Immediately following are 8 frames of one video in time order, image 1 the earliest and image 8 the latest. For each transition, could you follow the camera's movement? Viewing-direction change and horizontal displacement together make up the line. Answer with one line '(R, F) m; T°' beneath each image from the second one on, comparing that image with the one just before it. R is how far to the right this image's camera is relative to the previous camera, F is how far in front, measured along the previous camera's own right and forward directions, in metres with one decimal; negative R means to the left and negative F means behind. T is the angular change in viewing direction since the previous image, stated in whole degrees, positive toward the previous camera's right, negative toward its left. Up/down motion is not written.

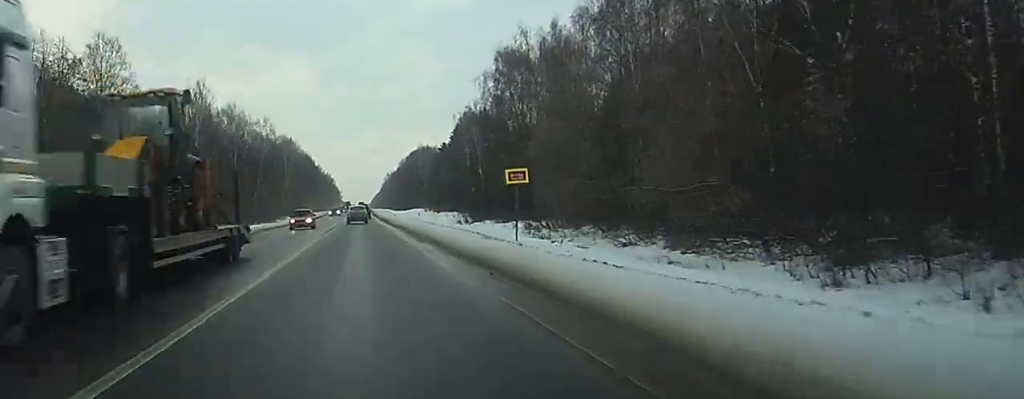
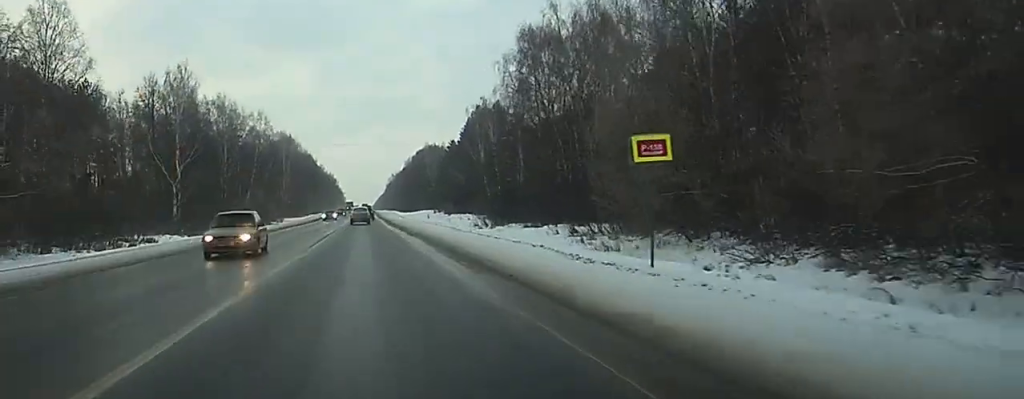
(0.0, +15.9) m; 0°
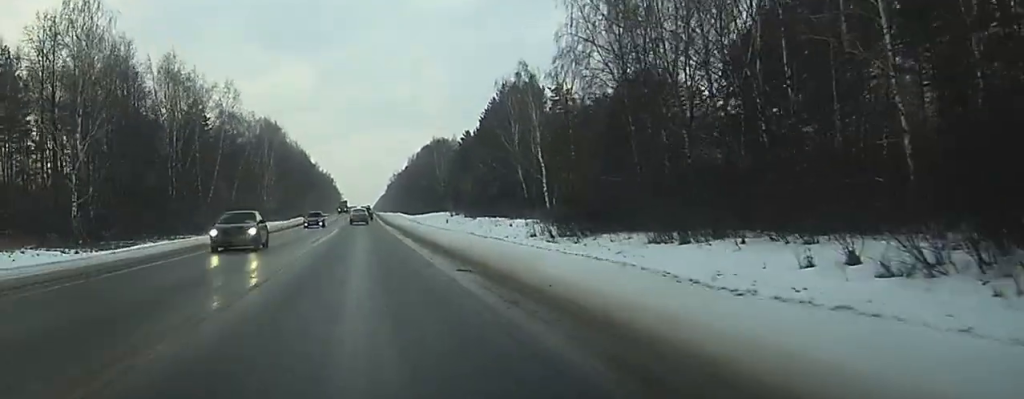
(-0.1, +39.2) m; 0°
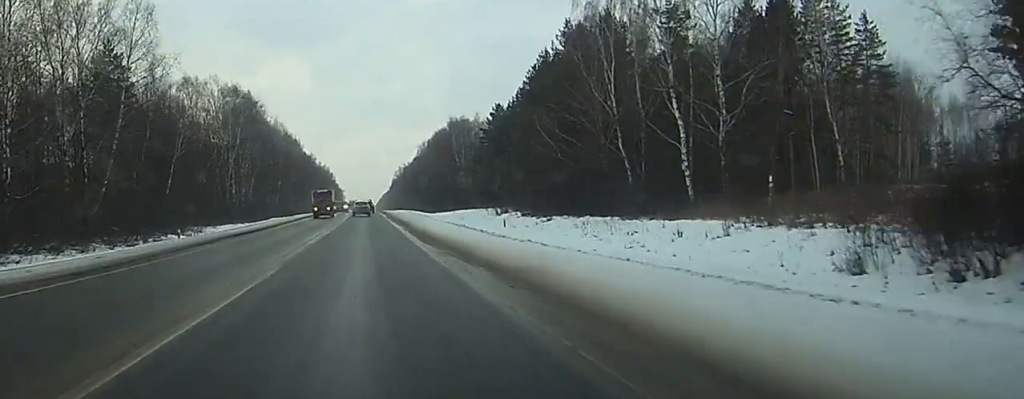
(-0.1, +51.0) m; 0°
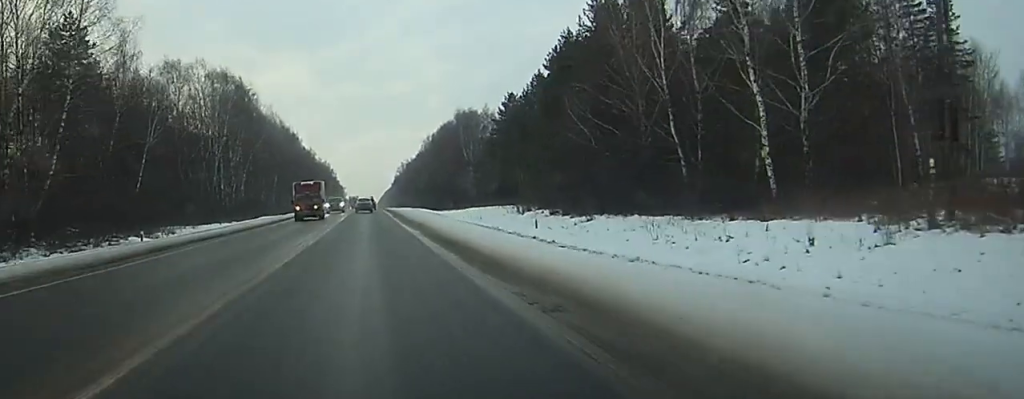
(0.0, +13.5) m; 0°
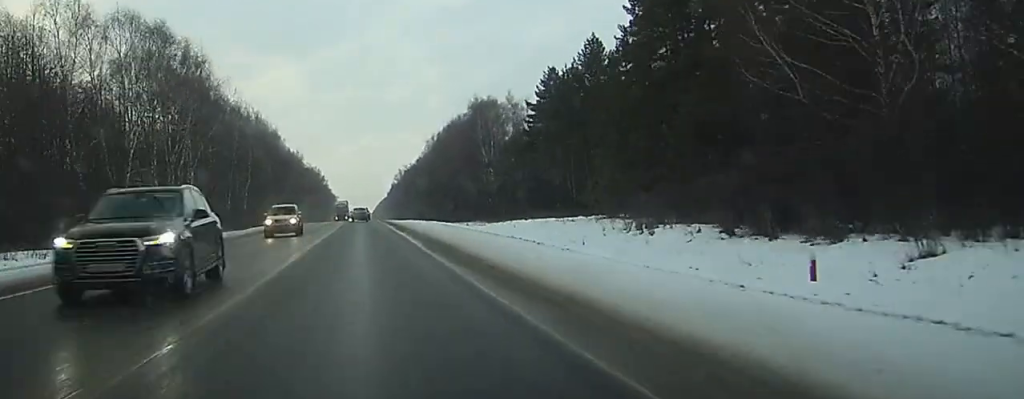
(-0.1, +40.7) m; 0°
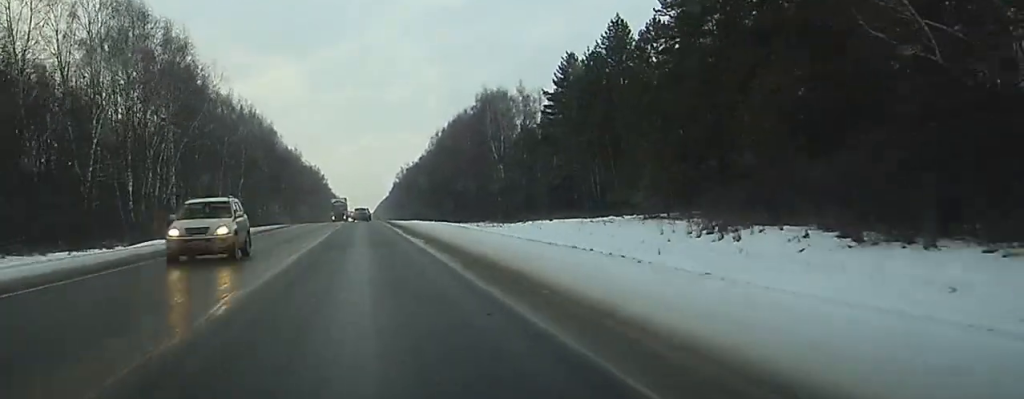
(0.0, +11.1) m; 0°
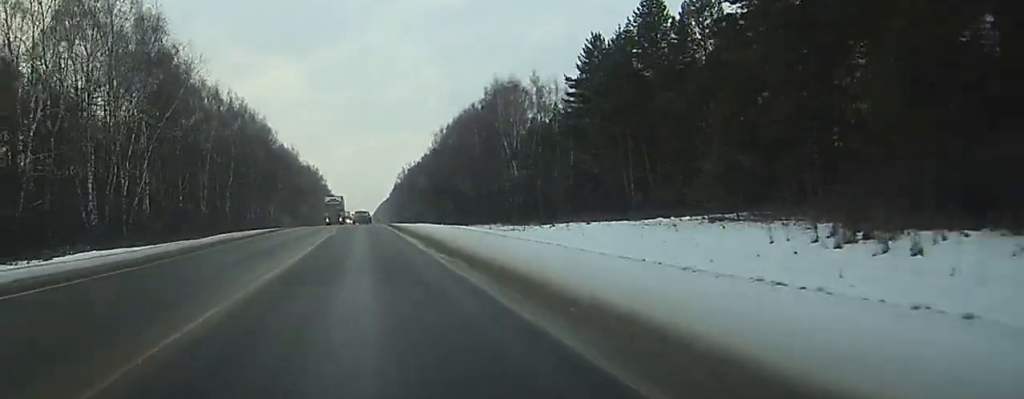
(0.0, +12.9) m; 0°
